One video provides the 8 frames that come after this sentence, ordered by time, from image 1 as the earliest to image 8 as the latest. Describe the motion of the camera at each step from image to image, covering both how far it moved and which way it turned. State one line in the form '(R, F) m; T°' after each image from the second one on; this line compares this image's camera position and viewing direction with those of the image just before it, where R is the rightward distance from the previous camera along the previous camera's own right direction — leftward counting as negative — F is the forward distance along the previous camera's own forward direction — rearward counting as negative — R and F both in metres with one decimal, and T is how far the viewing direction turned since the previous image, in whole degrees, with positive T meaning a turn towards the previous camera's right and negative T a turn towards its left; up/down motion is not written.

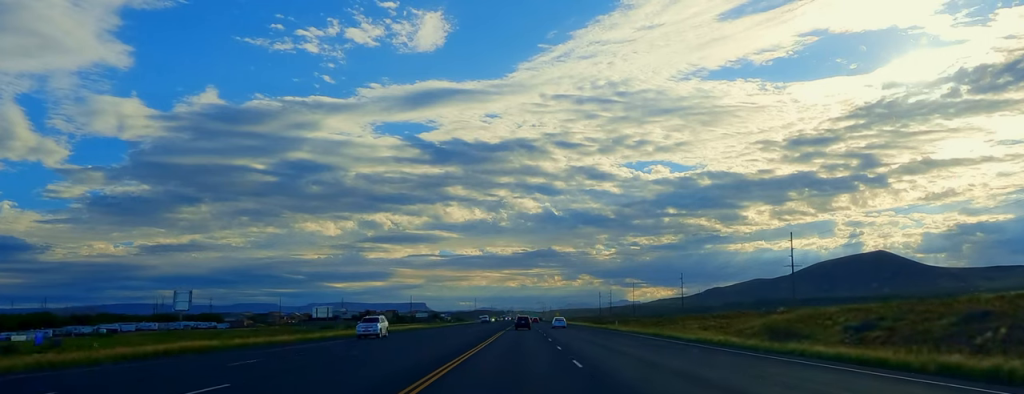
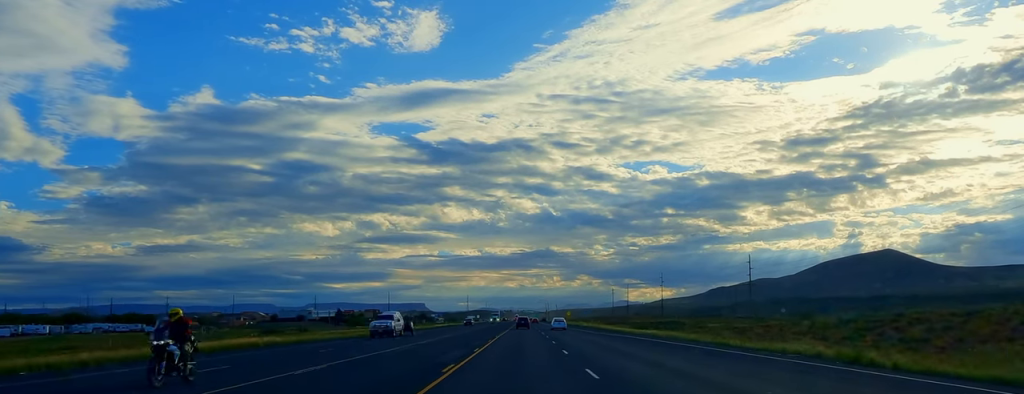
(+0.7, +76.2) m; 0°
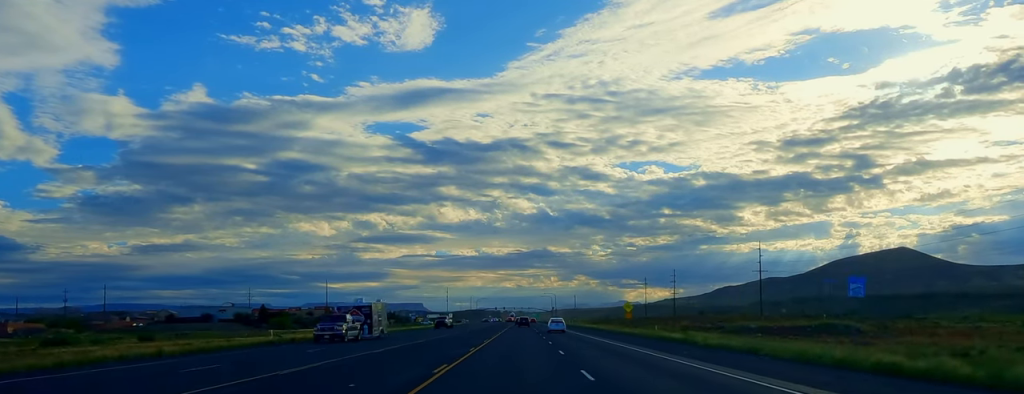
(+1.1, +120.8) m; +1°
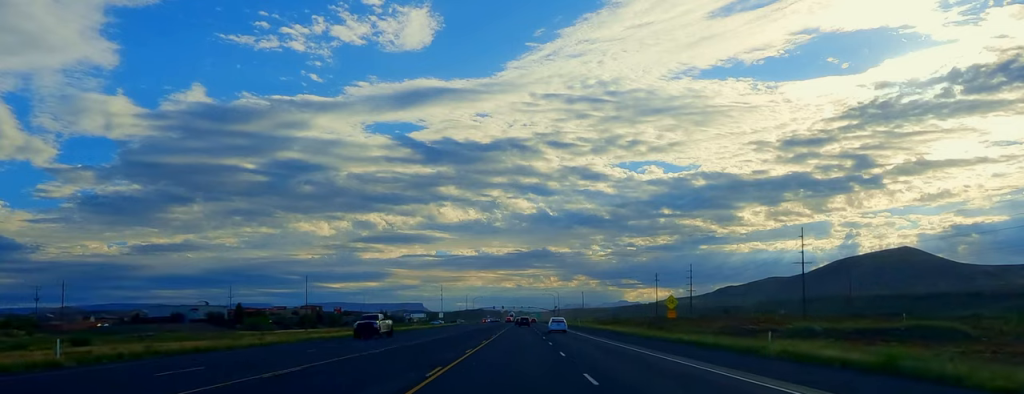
(-0.1, +25.3) m; -1°
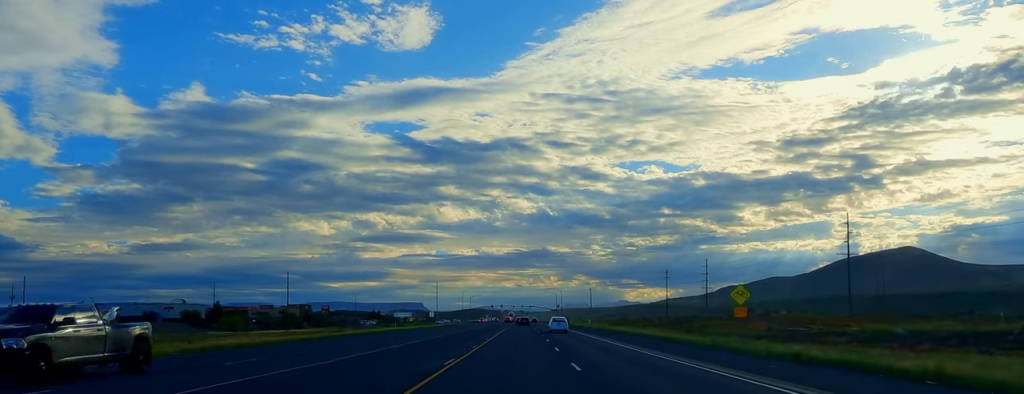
(-0.4, +19.7) m; 0°
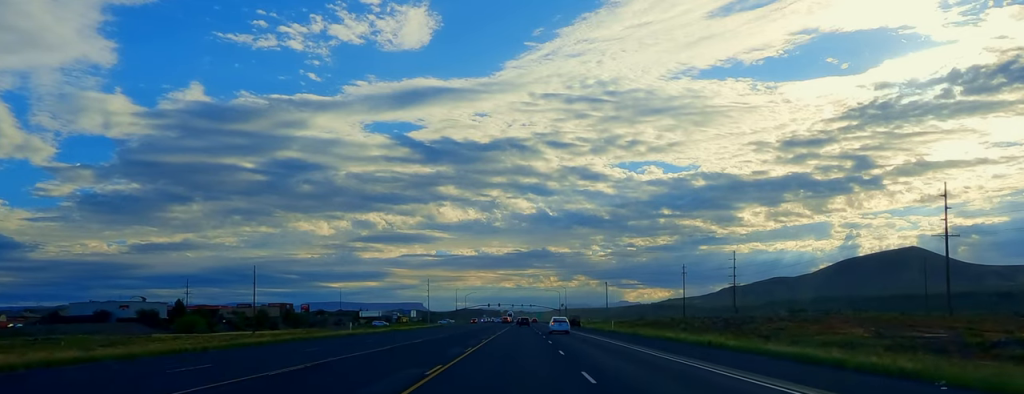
(-0.1, +28.1) m; 0°
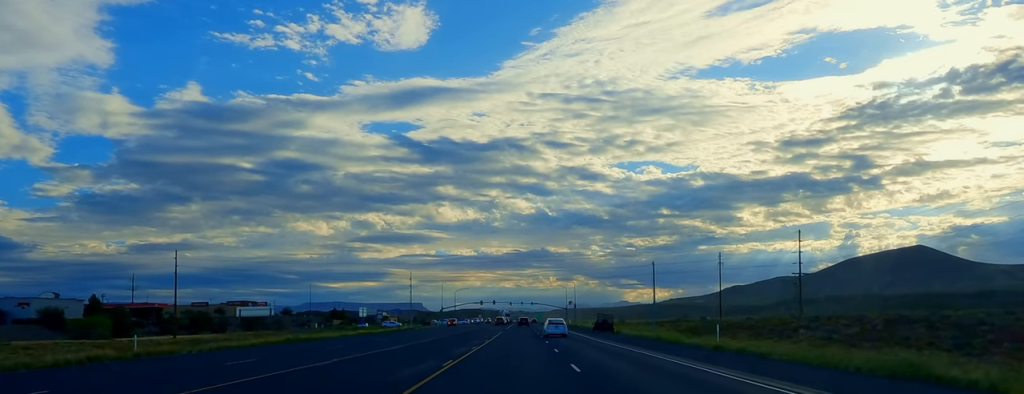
(+0.8, +44.0) m; +1°
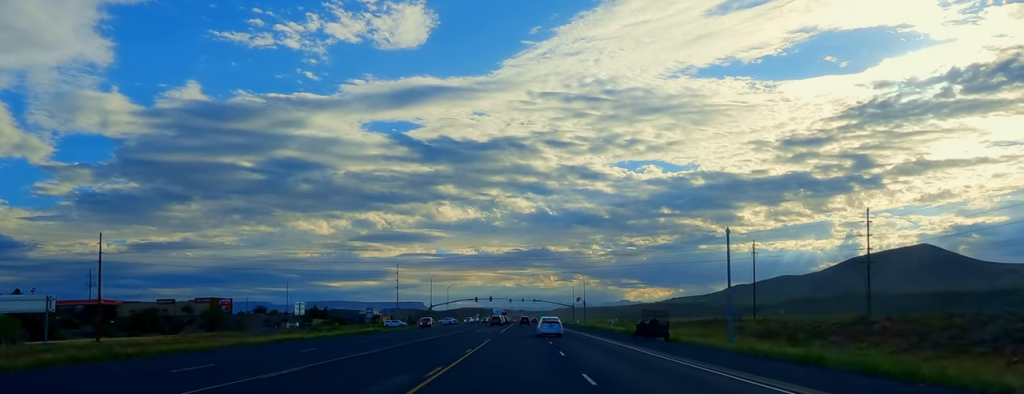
(0.0, +27.5) m; 0°
